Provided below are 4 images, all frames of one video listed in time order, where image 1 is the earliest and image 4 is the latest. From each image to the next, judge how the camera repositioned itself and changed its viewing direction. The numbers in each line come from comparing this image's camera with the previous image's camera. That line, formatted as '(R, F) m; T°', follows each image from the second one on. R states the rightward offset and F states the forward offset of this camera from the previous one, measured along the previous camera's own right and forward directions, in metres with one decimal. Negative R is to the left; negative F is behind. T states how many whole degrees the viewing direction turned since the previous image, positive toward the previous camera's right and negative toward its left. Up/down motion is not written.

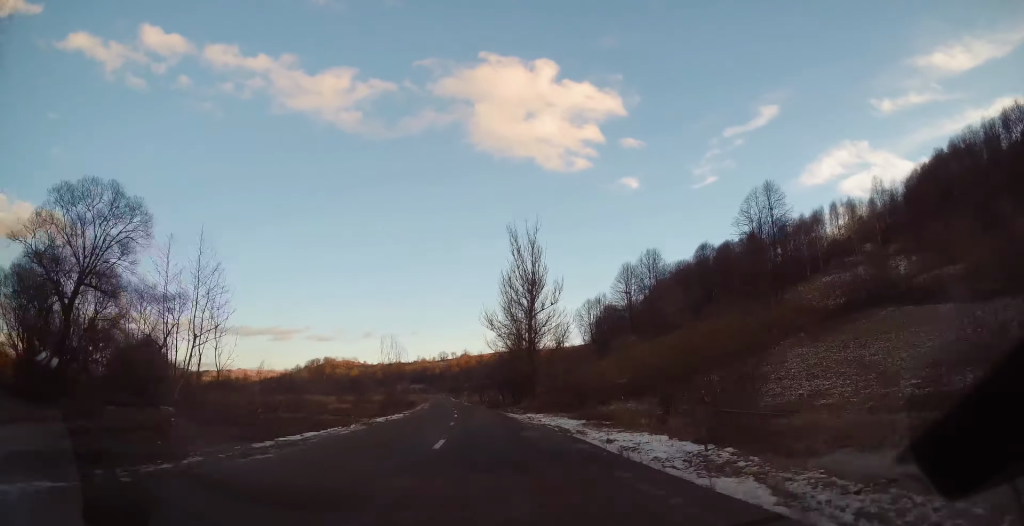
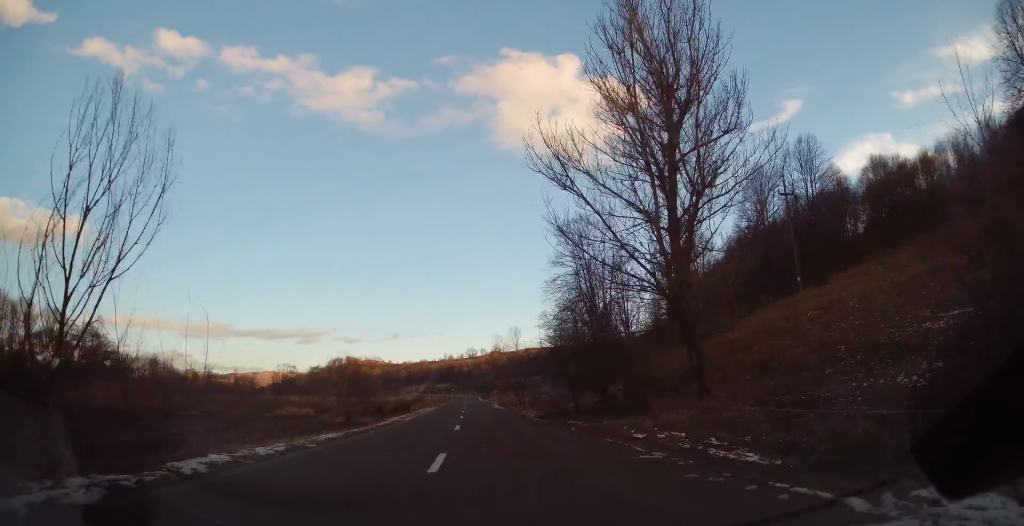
(-0.9, +40.3) m; -2°
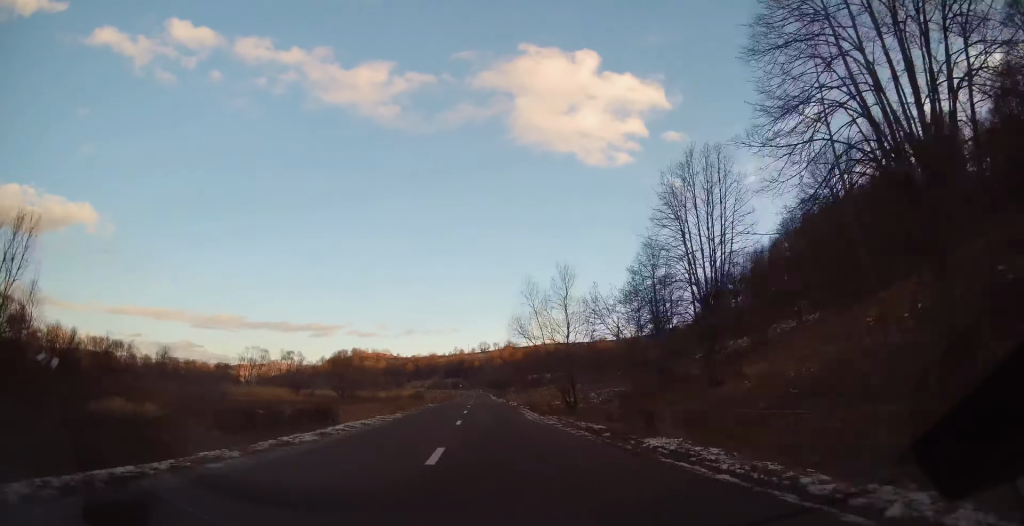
(-0.1, +35.4) m; -1°
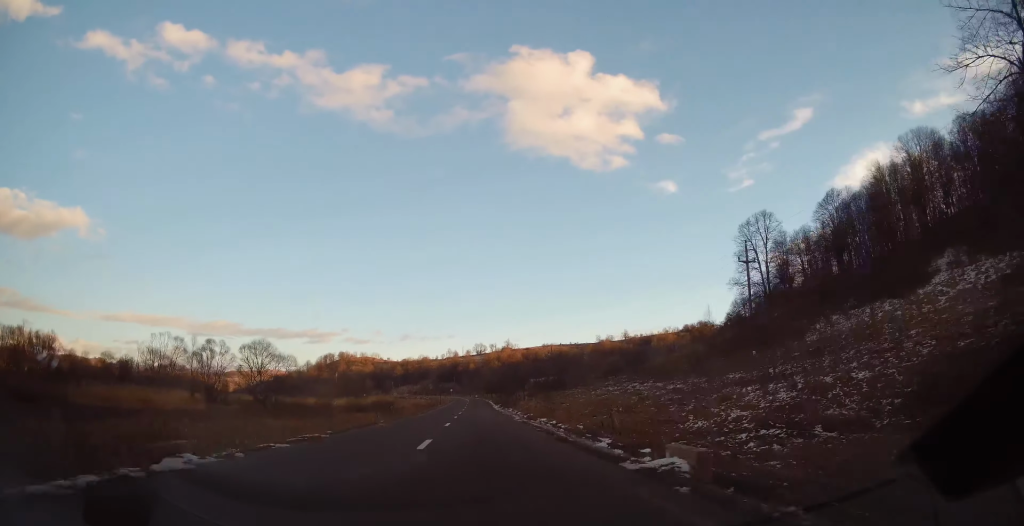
(+0.1, +46.0) m; 0°
